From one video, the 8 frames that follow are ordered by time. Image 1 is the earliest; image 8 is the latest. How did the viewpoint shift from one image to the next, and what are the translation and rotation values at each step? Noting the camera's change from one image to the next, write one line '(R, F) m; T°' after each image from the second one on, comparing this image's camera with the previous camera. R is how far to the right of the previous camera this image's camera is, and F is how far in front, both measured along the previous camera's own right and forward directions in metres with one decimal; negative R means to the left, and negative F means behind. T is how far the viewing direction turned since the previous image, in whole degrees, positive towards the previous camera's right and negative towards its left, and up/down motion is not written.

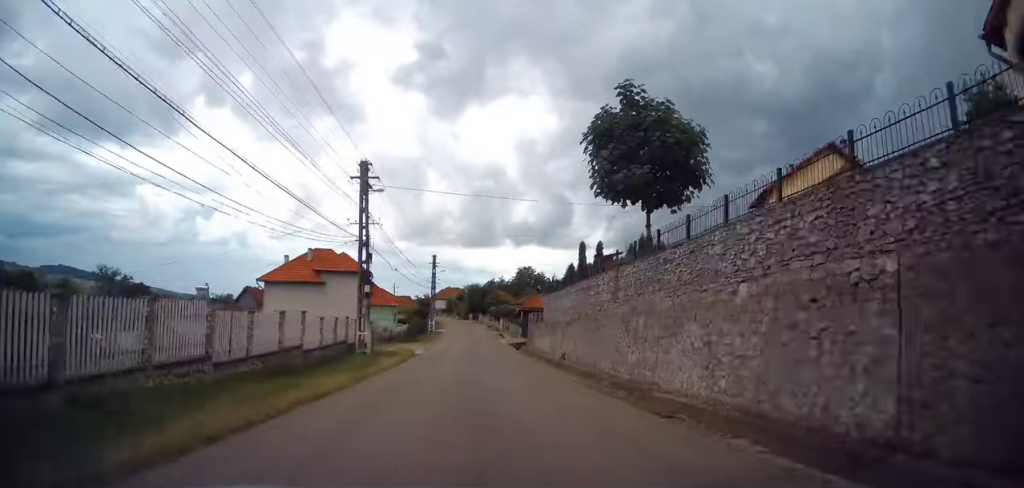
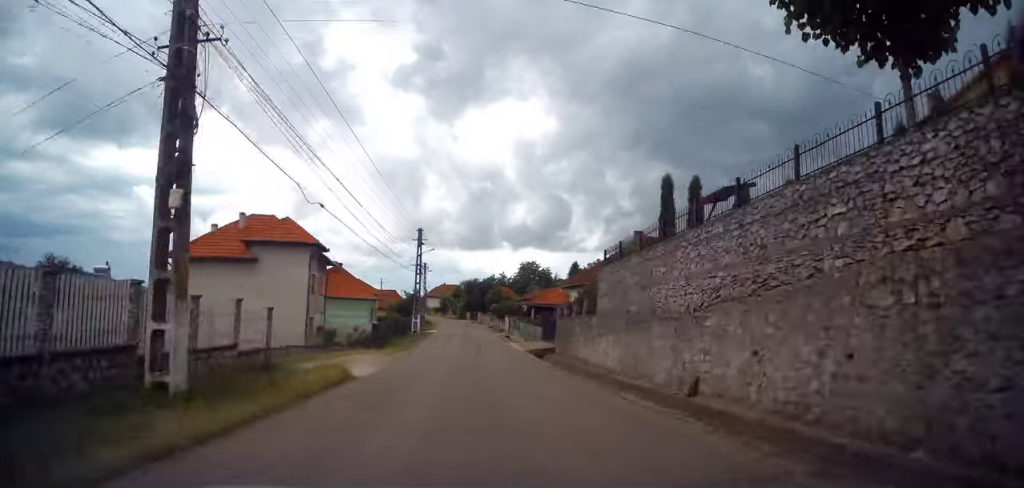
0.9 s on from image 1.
(-0.1, +15.6) m; 0°
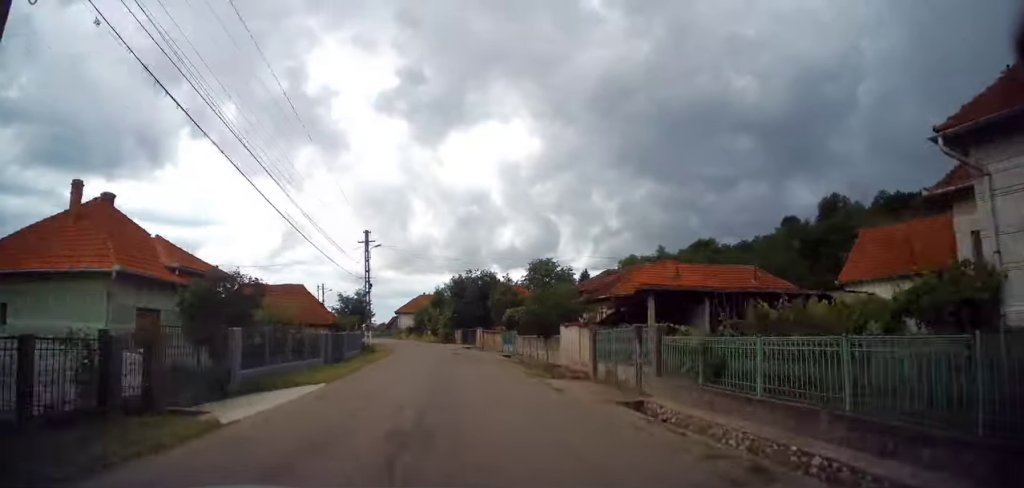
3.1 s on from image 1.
(+1.4, +40.5) m; +2°
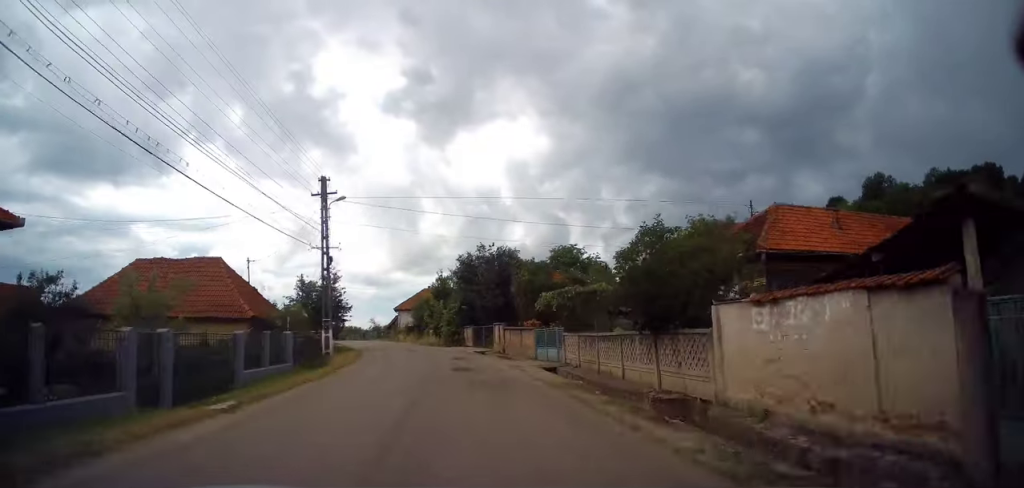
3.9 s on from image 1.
(-0.1, +14.0) m; -2°
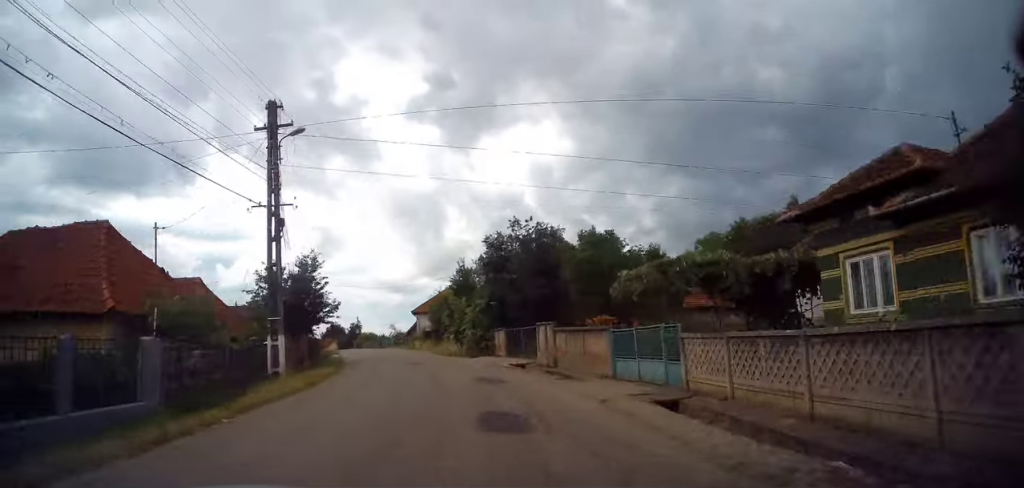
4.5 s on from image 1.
(+0.1, +9.8) m; -3°
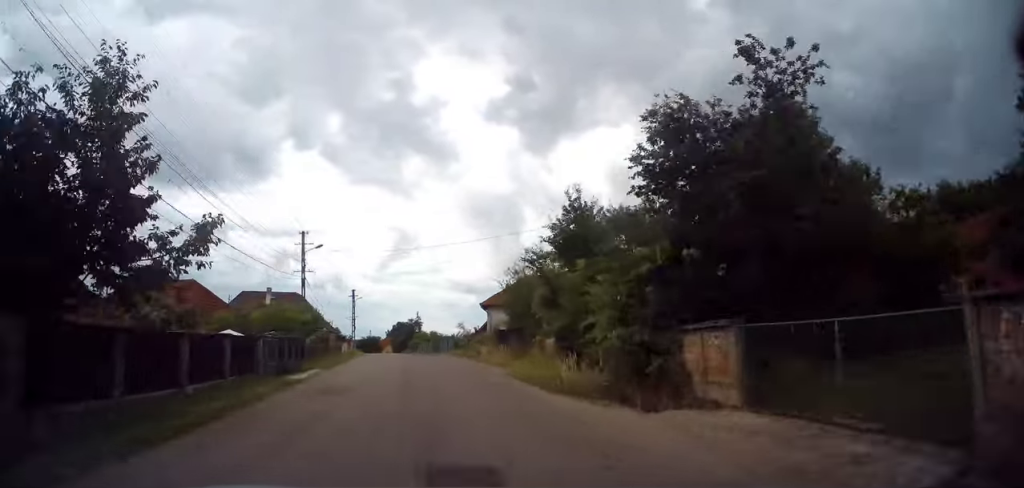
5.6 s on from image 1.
(-1.3, +18.7) m; -6°
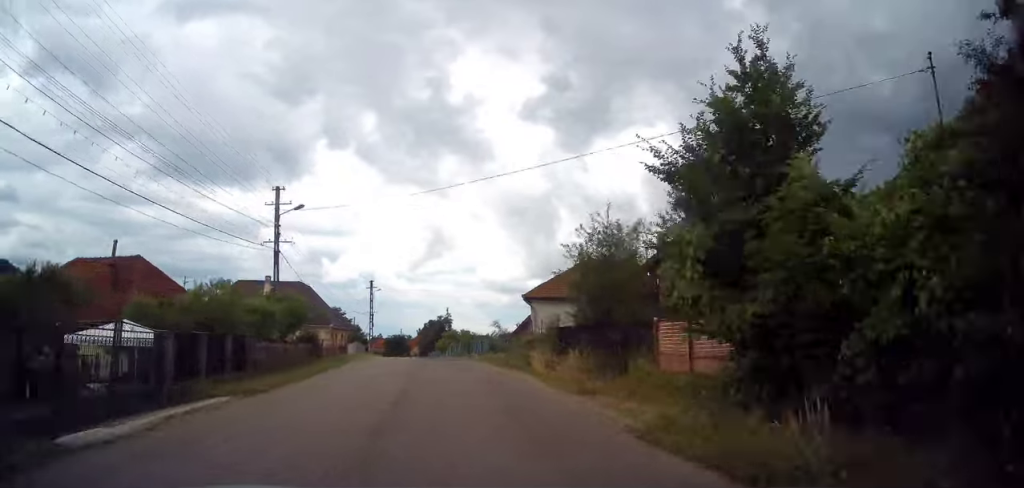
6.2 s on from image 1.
(-0.3, +10.2) m; -3°
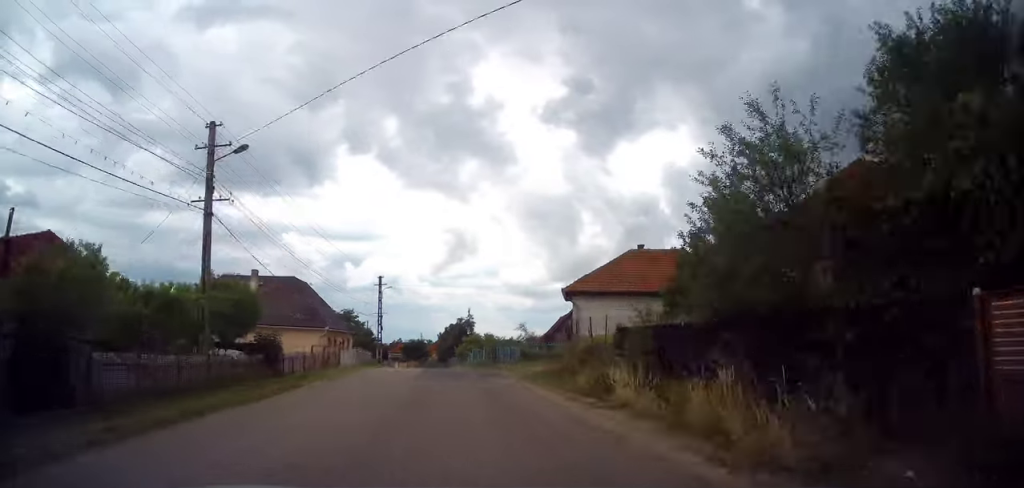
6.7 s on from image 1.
(-0.1, +8.4) m; -3°
